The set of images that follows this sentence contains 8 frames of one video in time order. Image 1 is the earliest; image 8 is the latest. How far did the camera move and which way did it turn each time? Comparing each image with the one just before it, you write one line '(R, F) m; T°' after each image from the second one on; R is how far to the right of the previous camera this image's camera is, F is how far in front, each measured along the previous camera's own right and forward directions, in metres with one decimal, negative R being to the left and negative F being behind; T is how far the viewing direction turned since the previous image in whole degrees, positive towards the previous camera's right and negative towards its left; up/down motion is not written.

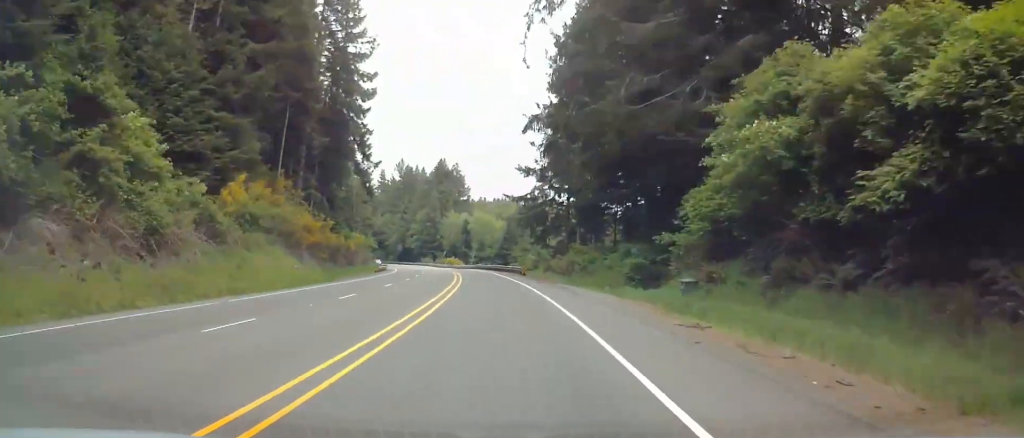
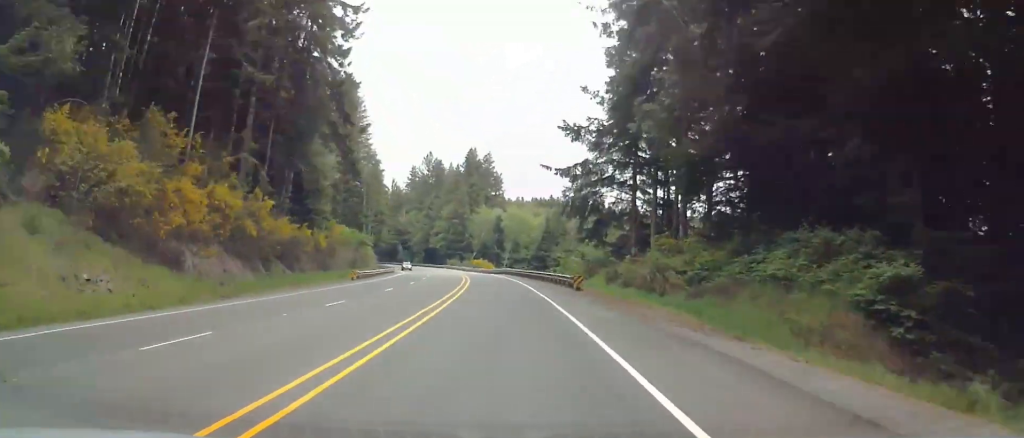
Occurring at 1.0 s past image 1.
(+0.6, +26.8) m; -3°
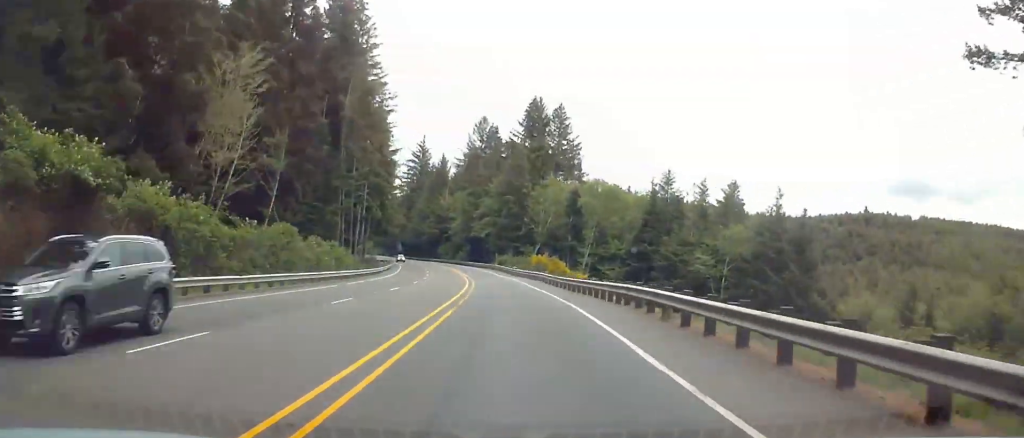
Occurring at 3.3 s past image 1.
(-4.4, +62.1) m; -5°
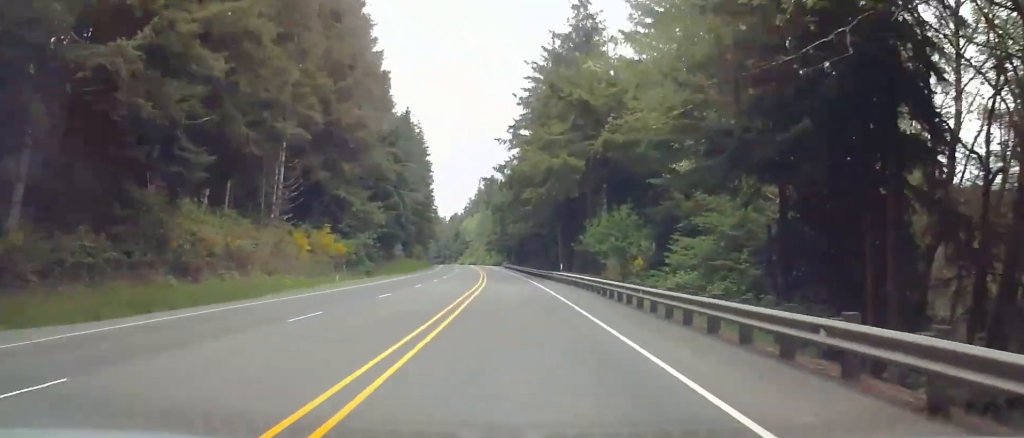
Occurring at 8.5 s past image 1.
(-15.3, +139.5) m; -14°
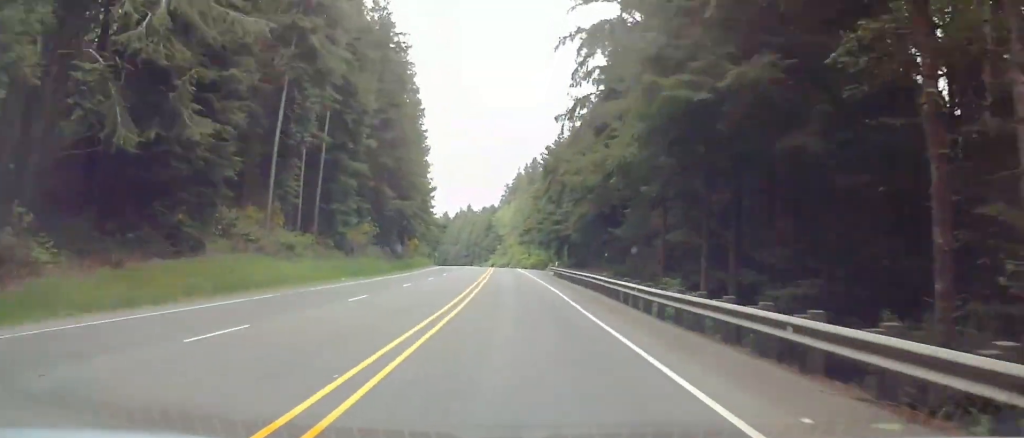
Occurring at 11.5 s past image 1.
(-4.9, +80.4) m; -5°
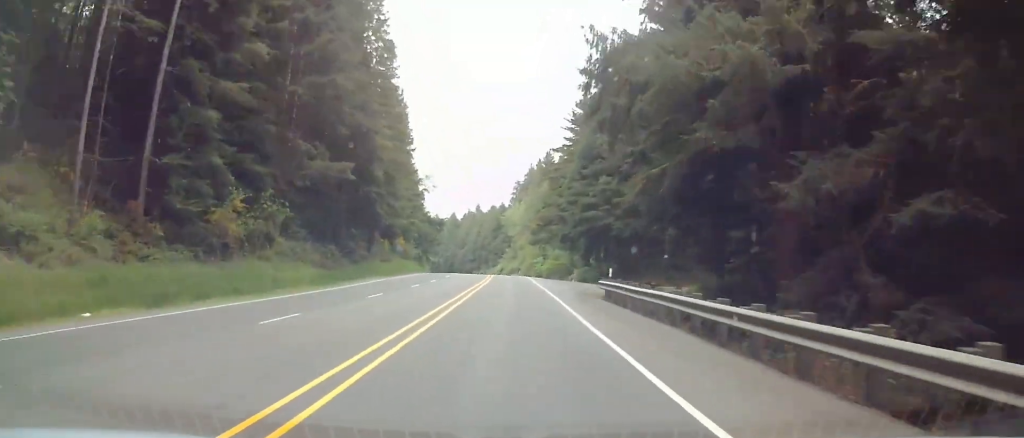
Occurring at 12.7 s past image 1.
(+0.2, +32.9) m; -1°
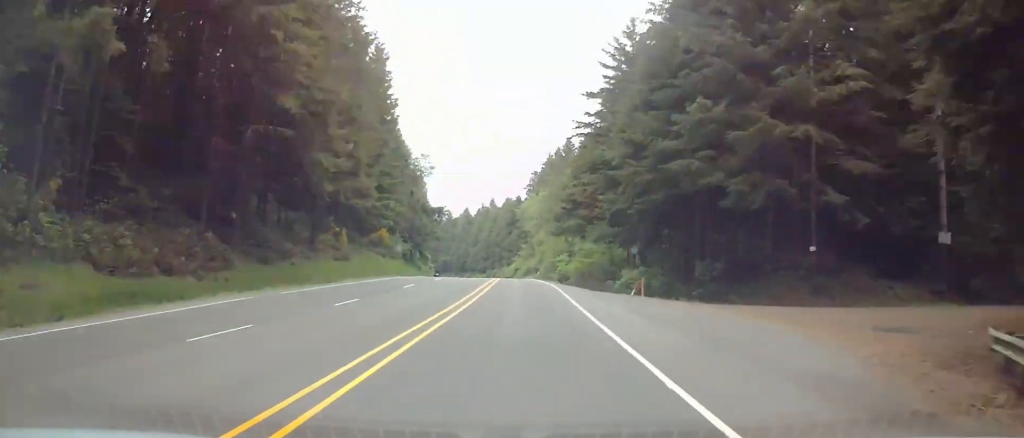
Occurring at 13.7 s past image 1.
(-0.1, +29.1) m; -1°
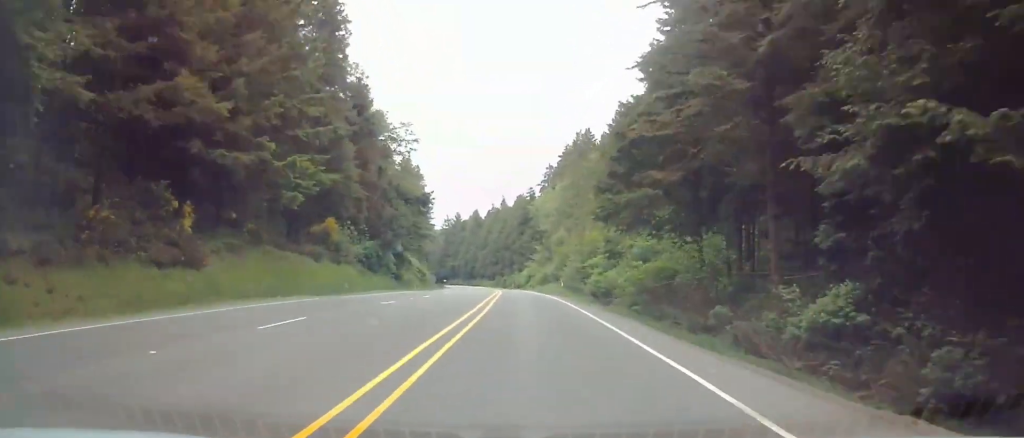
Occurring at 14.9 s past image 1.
(-0.4, +32.7) m; -2°
